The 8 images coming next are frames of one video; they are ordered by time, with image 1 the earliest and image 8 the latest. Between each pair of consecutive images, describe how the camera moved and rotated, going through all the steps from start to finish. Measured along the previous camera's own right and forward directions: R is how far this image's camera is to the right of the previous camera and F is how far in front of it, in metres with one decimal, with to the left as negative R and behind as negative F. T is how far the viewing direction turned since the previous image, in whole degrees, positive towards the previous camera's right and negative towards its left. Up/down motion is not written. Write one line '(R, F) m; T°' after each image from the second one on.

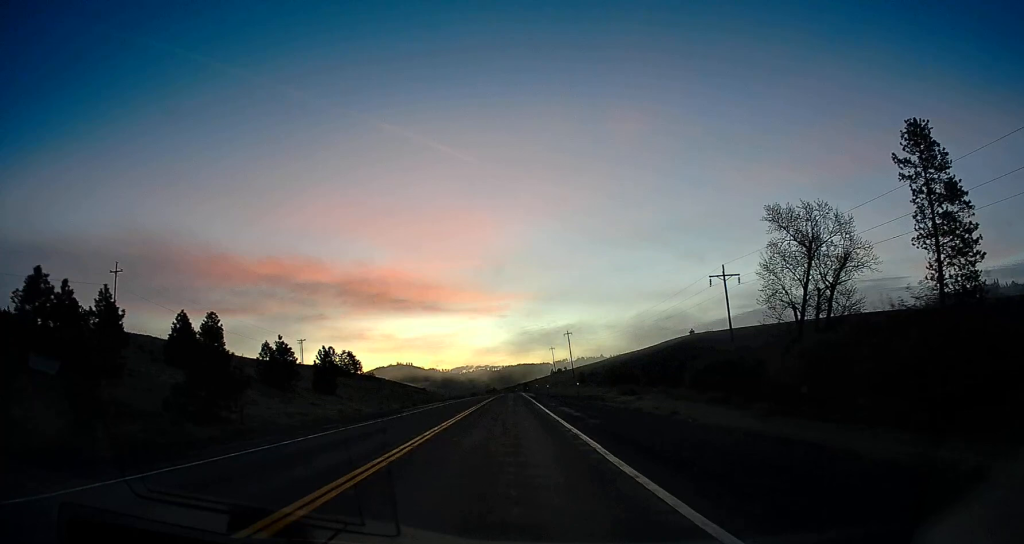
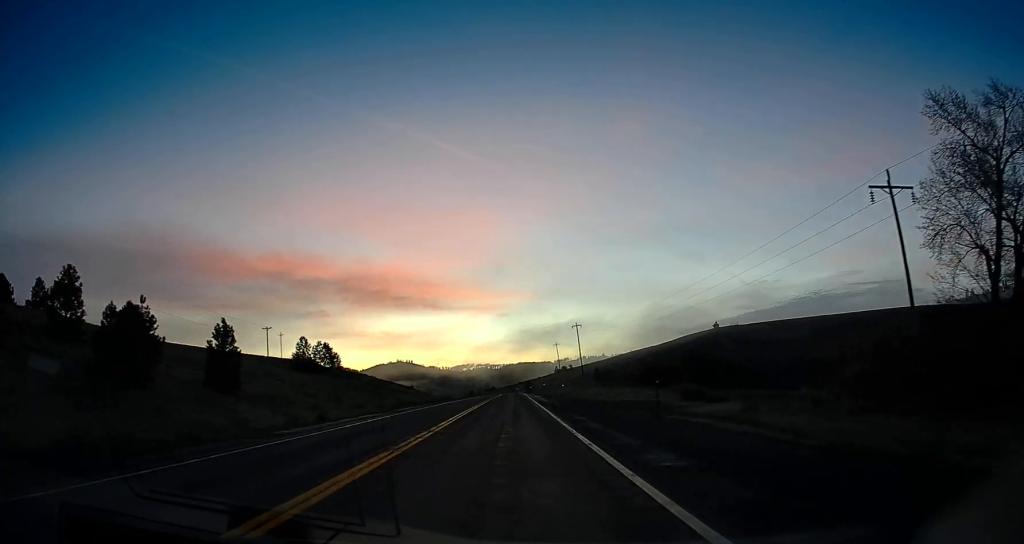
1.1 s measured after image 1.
(-0.2, +28.6) m; -1°
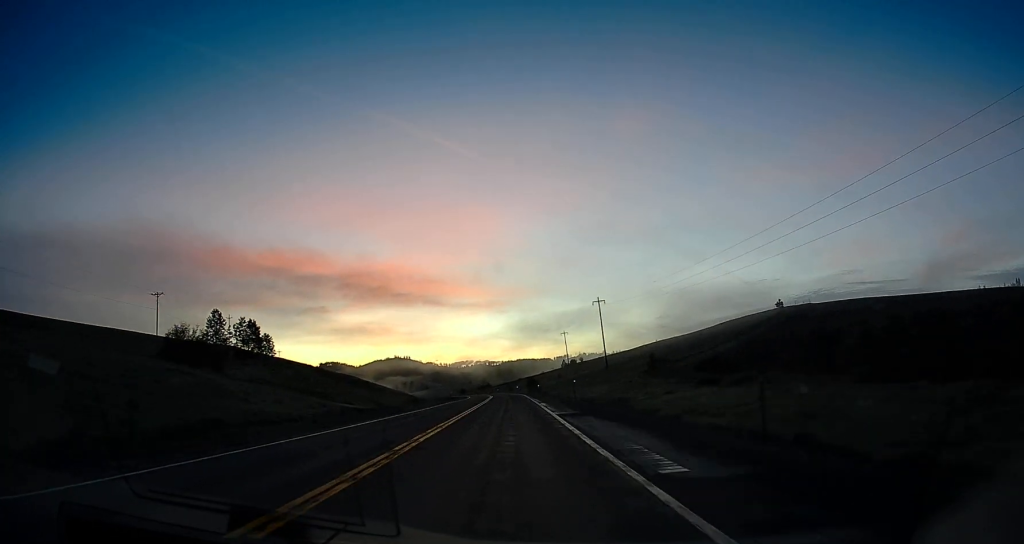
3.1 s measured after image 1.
(0.0, +54.8) m; 0°
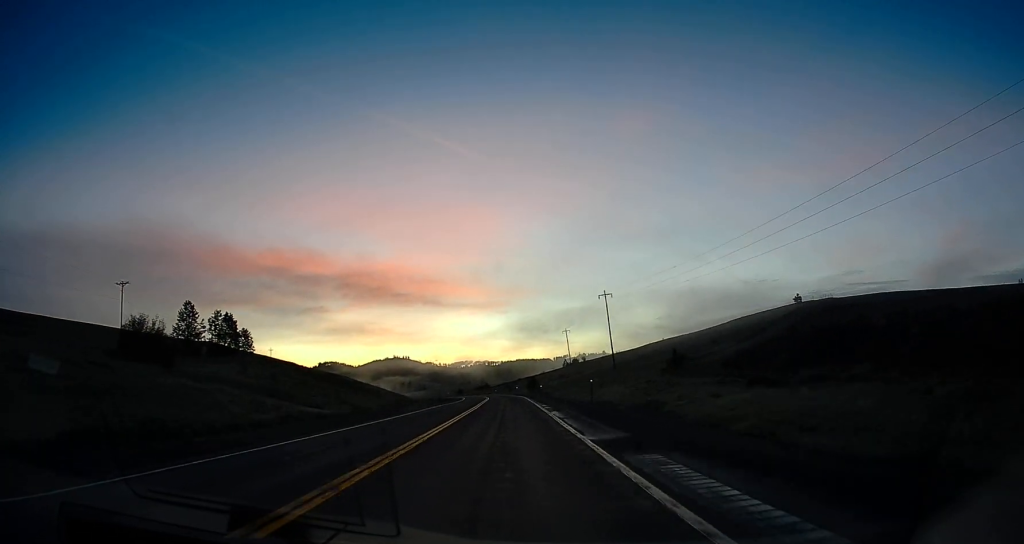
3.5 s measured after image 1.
(0.0, +11.6) m; 0°
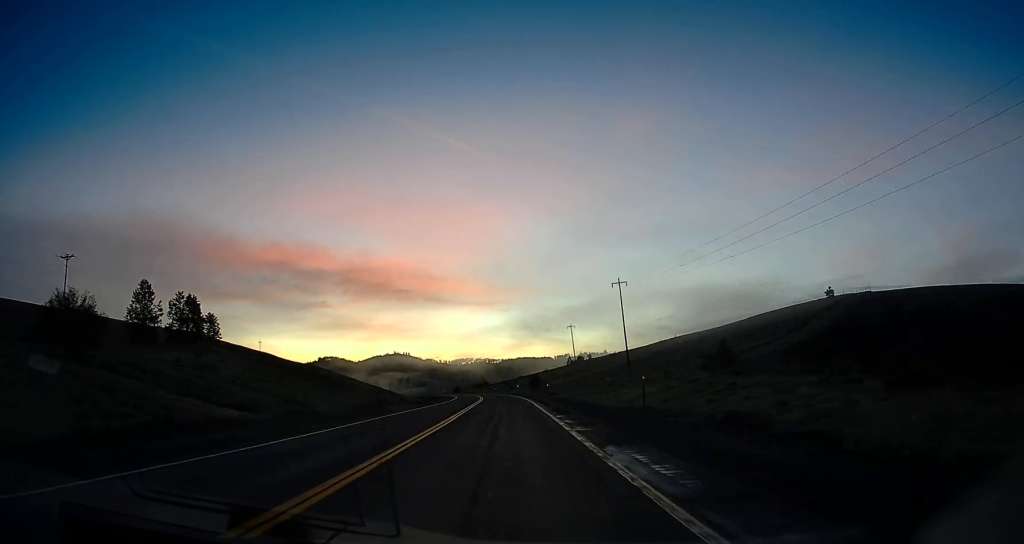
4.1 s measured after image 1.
(0.0, +16.1) m; 0°
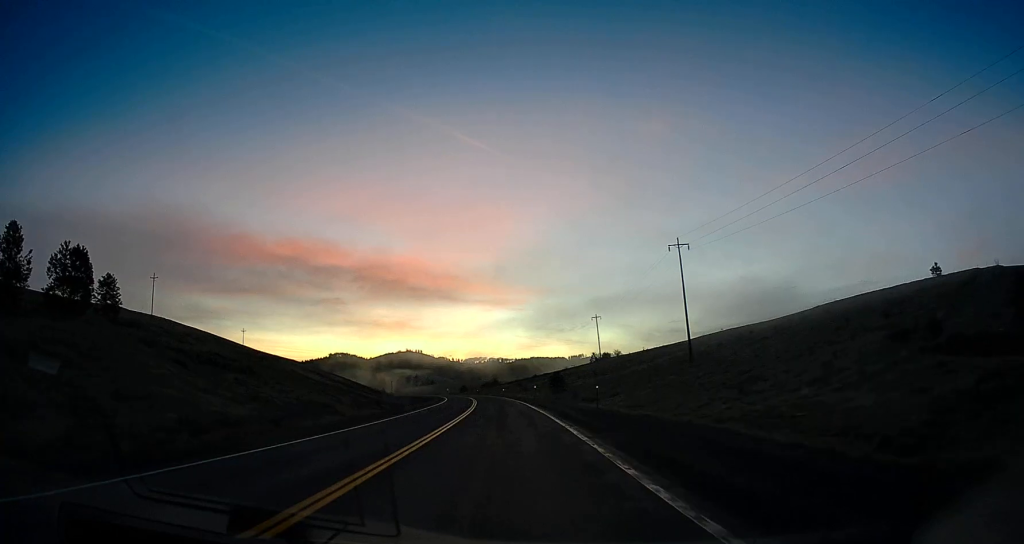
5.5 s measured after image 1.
(-0.1, +35.8) m; 0°
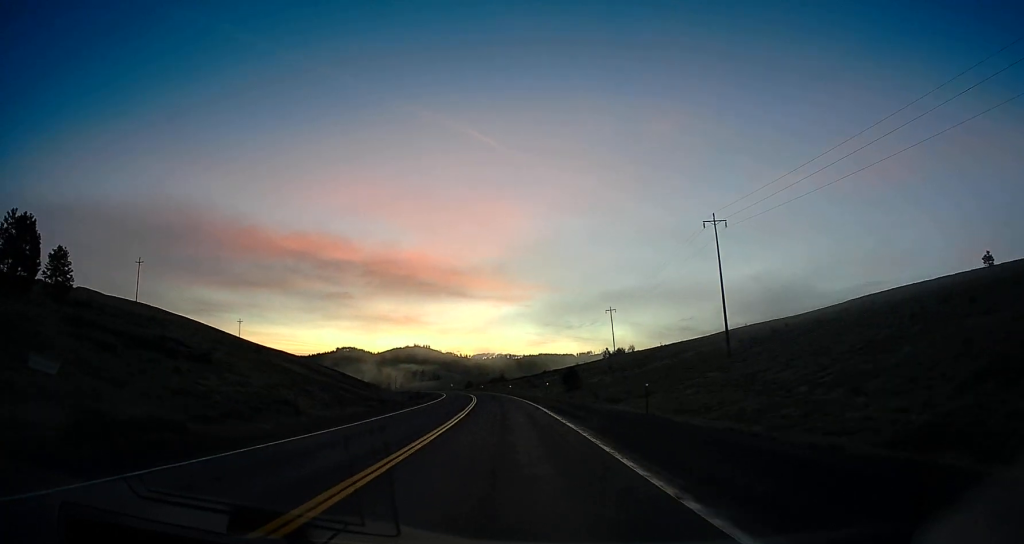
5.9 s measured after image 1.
(0.0, +12.6) m; 0°
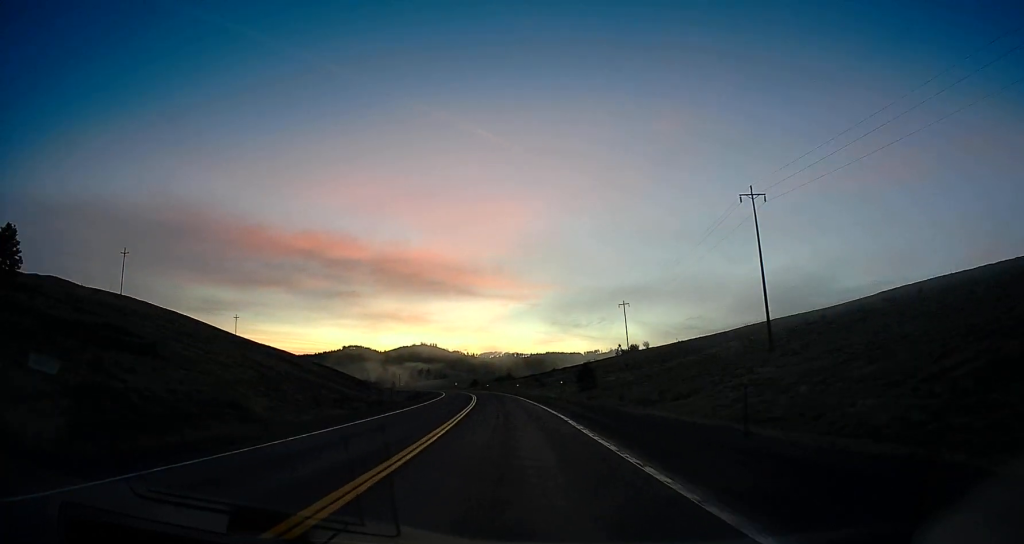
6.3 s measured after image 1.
(+0.2, +10.8) m; 0°
